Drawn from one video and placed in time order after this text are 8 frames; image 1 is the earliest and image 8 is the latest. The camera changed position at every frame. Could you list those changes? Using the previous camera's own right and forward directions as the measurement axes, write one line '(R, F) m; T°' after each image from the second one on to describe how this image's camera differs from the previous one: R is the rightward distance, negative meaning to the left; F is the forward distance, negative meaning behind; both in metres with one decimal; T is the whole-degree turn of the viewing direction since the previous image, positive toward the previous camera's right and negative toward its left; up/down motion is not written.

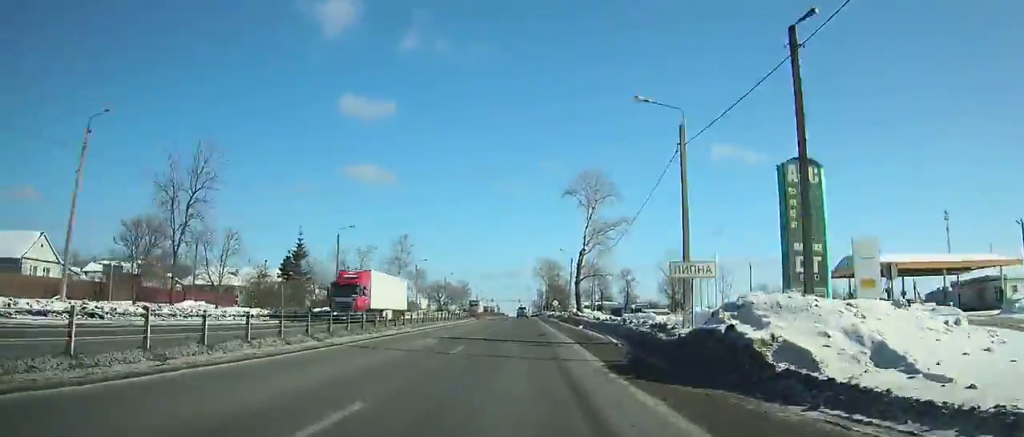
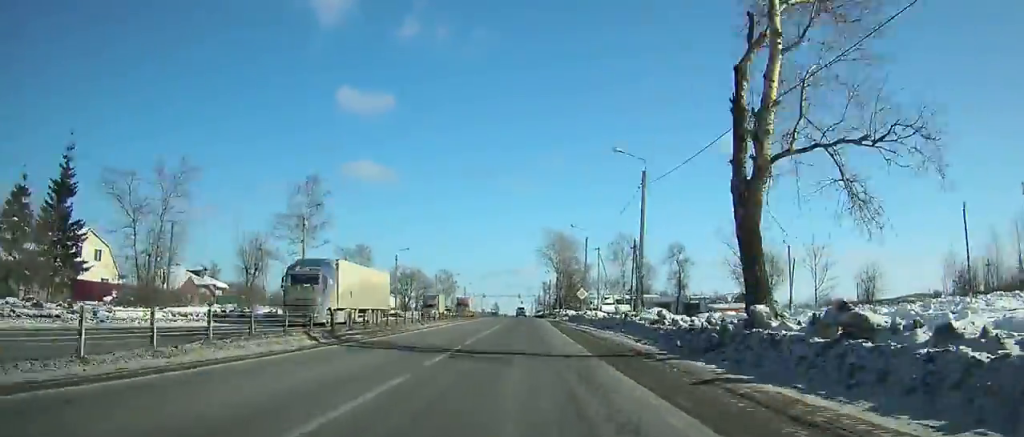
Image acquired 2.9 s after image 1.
(-0.3, +52.2) m; -1°
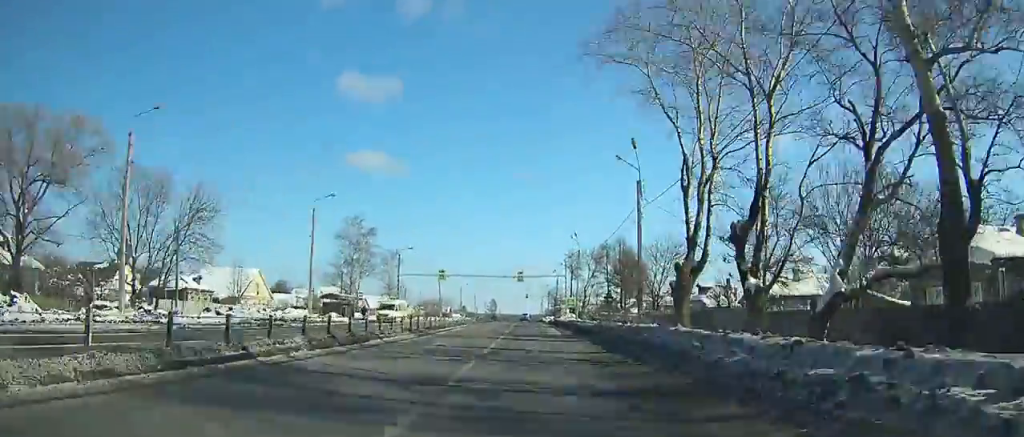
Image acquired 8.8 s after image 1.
(-0.5, +102.0) m; 0°
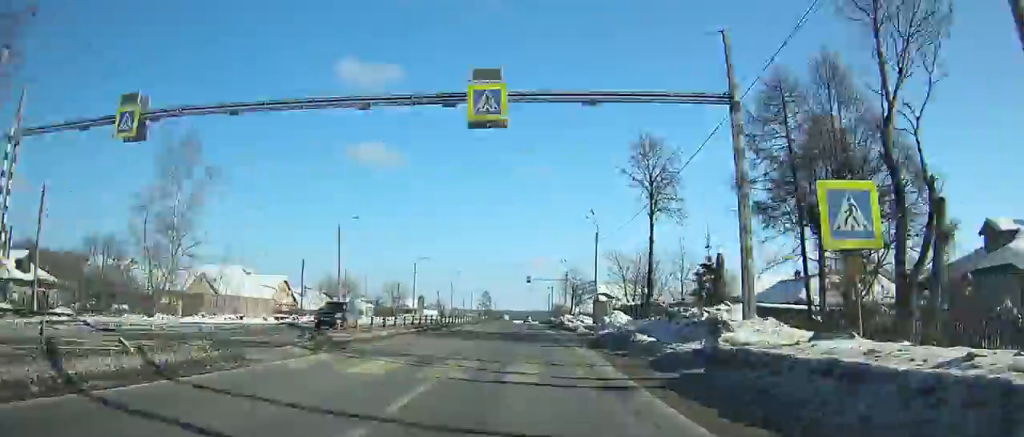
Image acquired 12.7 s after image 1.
(+0.3, +66.5) m; 0°
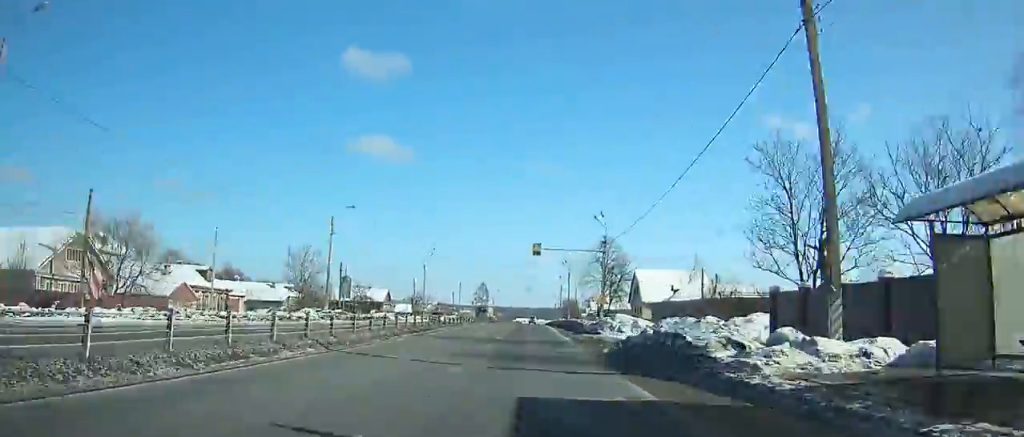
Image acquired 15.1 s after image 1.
(+0.1, +41.0) m; 0°
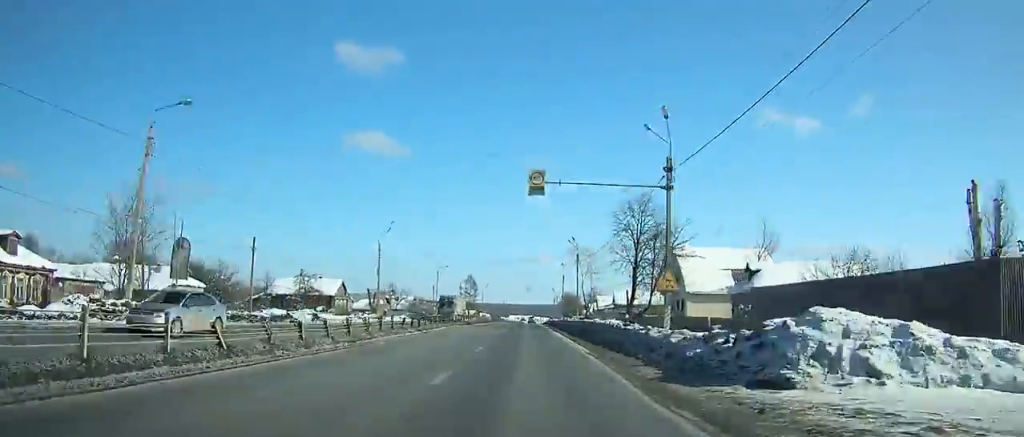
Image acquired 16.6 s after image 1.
(-0.2, +25.9) m; 0°
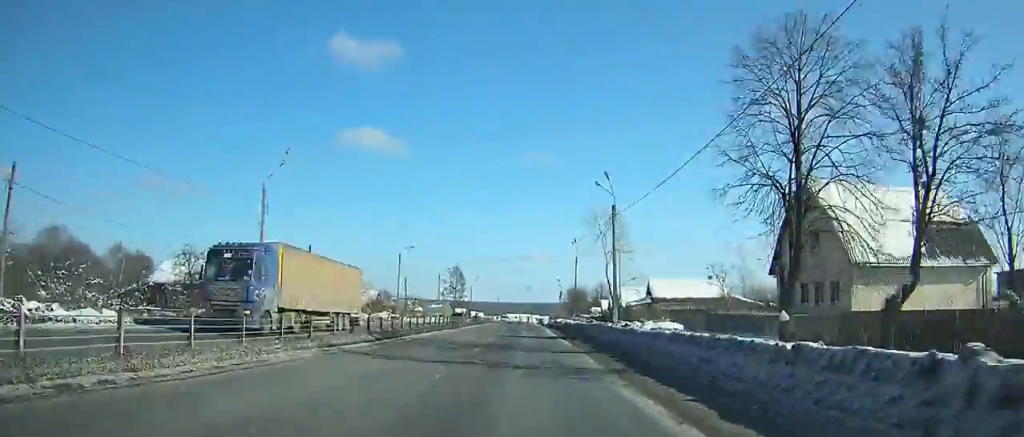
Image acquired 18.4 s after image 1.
(-0.1, +31.1) m; 0°
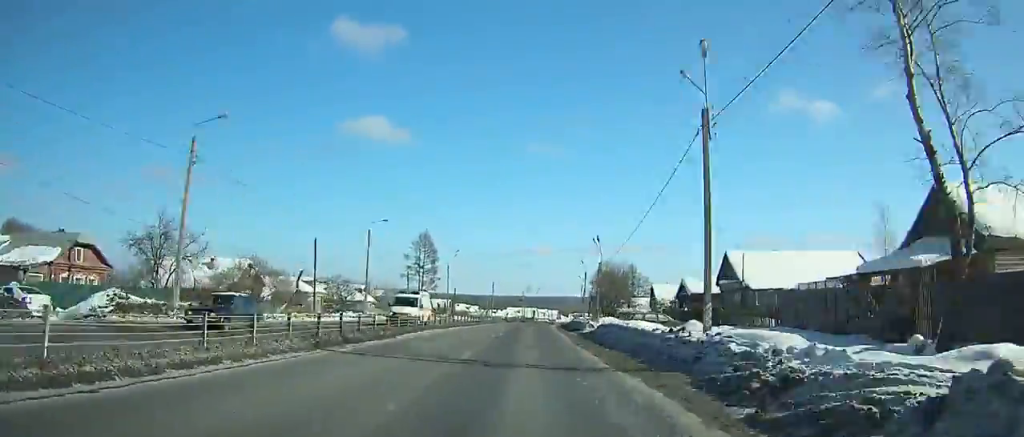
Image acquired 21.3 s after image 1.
(+0.1, +50.9) m; 0°
